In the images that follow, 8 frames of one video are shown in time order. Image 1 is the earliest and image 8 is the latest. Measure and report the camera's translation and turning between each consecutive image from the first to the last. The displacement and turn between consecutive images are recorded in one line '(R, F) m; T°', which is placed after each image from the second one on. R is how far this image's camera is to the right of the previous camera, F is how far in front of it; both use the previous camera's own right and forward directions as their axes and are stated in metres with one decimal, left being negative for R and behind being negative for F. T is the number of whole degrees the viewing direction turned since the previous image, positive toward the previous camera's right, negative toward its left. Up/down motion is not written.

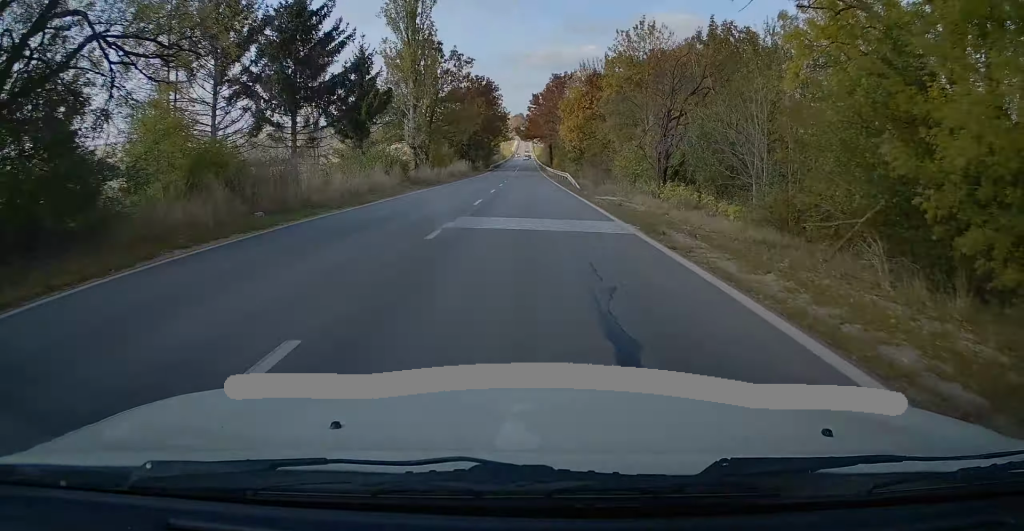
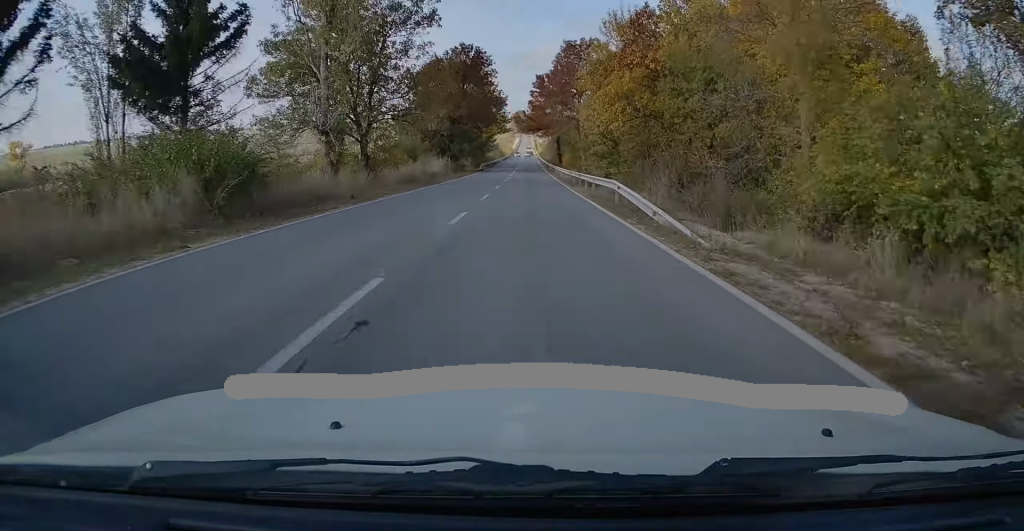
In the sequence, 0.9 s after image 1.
(0.0, +24.9) m; 0°
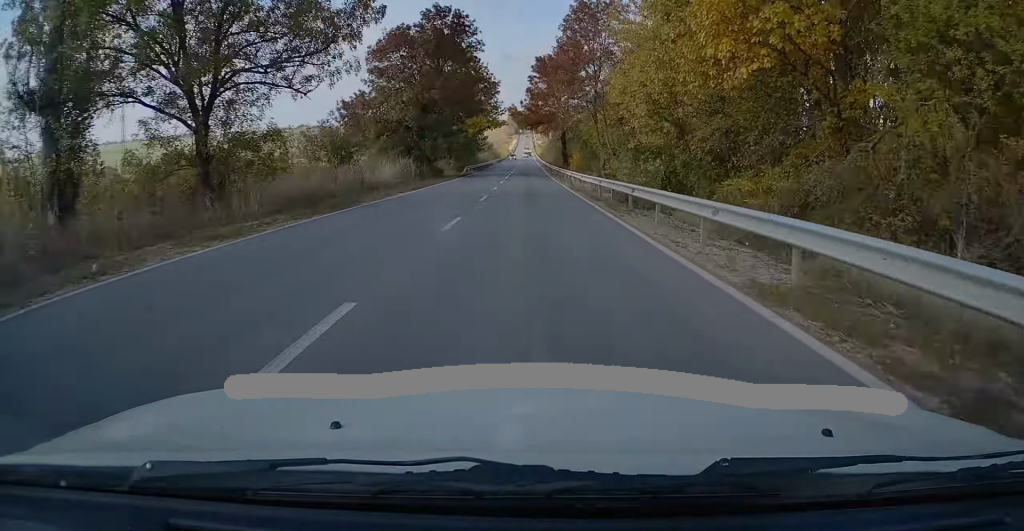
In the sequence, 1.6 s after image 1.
(-0.1, +19.2) m; 0°
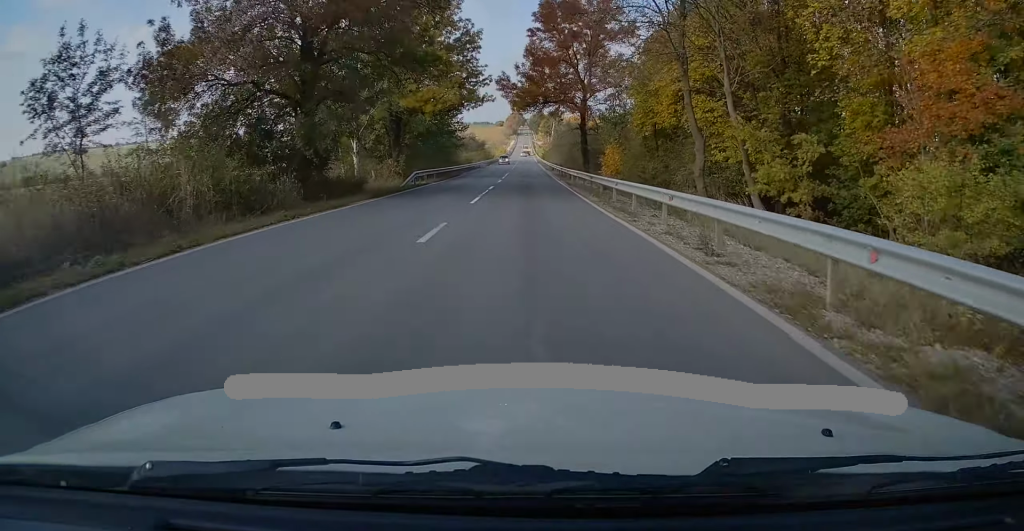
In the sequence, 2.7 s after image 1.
(0.0, +29.1) m; 0°
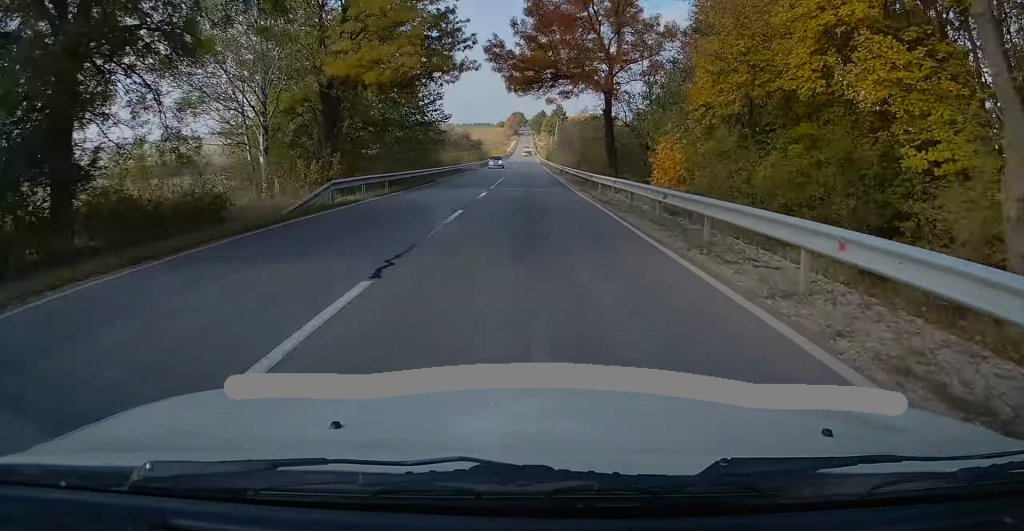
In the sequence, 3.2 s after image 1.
(+0.1, +15.4) m; 0°
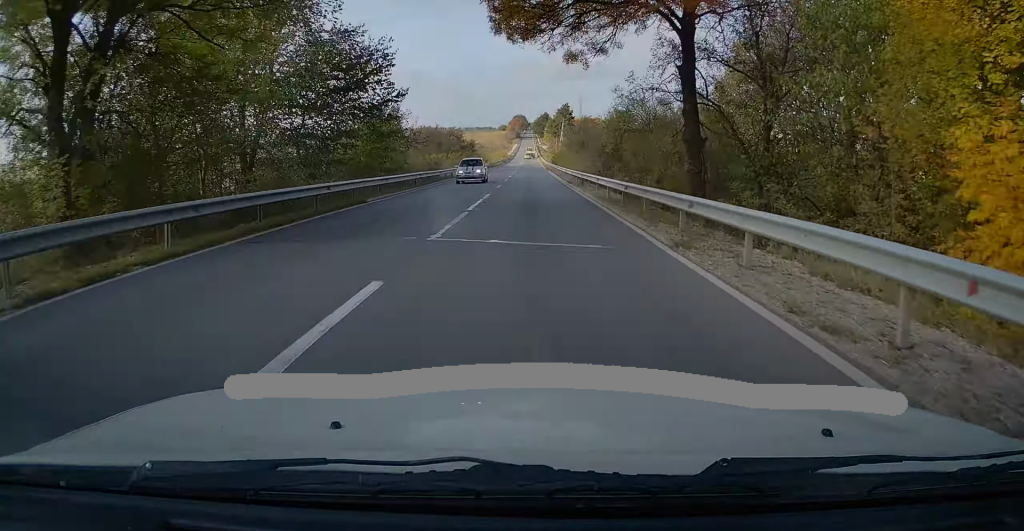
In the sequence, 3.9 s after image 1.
(0.0, +18.1) m; 0°
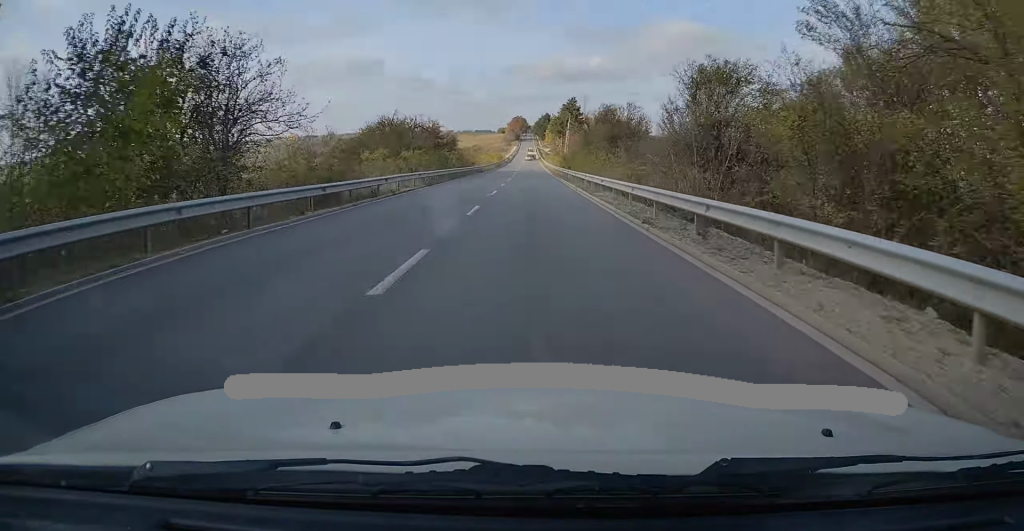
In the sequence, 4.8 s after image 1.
(-0.1, +25.1) m; 0°
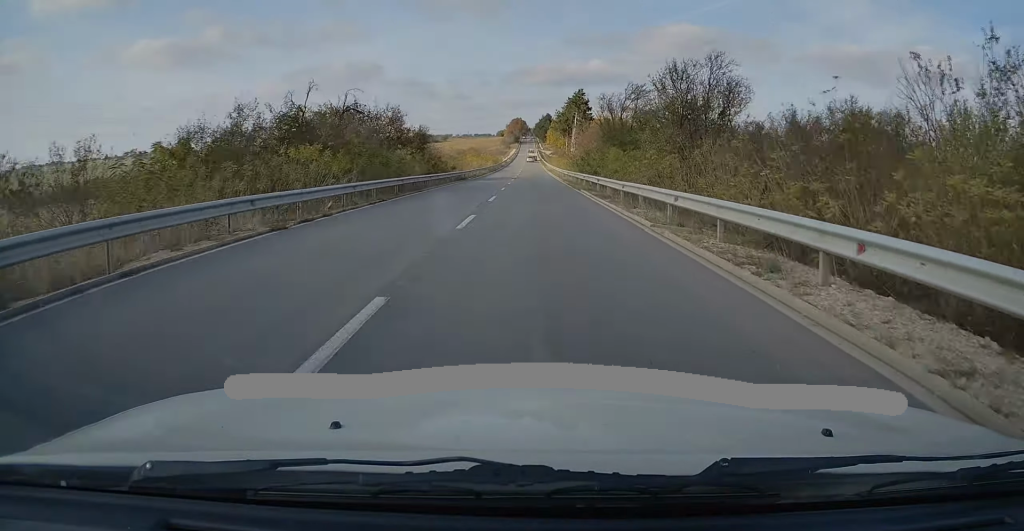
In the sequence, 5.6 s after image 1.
(0.0, +21.3) m; 0°
